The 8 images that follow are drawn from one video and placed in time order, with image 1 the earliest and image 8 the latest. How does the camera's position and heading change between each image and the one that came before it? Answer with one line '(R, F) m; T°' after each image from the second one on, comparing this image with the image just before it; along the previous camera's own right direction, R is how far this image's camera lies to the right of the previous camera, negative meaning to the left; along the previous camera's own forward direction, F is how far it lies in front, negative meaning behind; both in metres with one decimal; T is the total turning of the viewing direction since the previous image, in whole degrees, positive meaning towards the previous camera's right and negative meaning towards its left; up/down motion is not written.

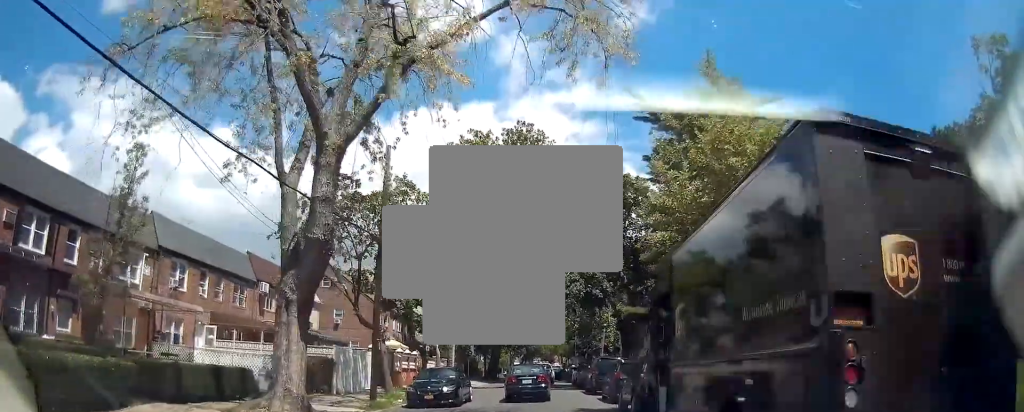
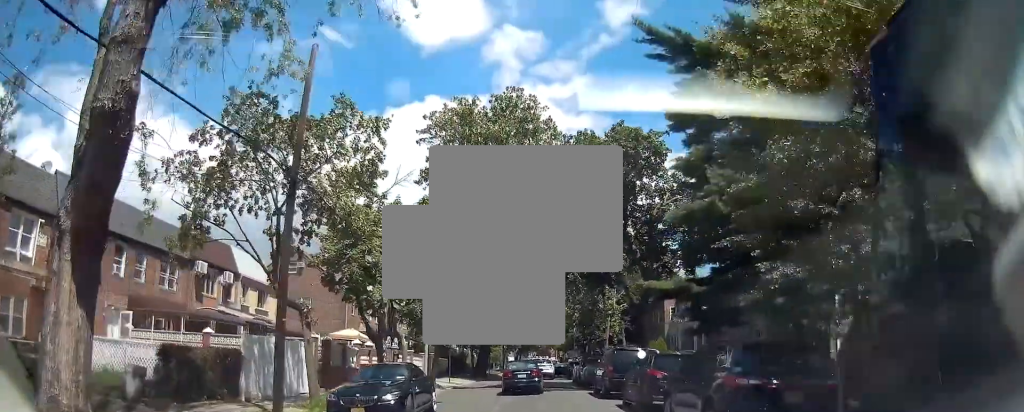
(0.0, +6.8) m; 0°
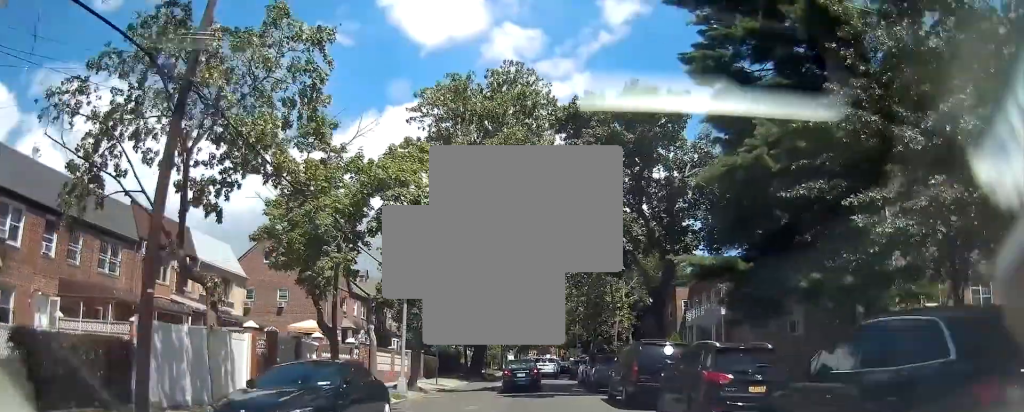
(0.0, +4.9) m; 0°
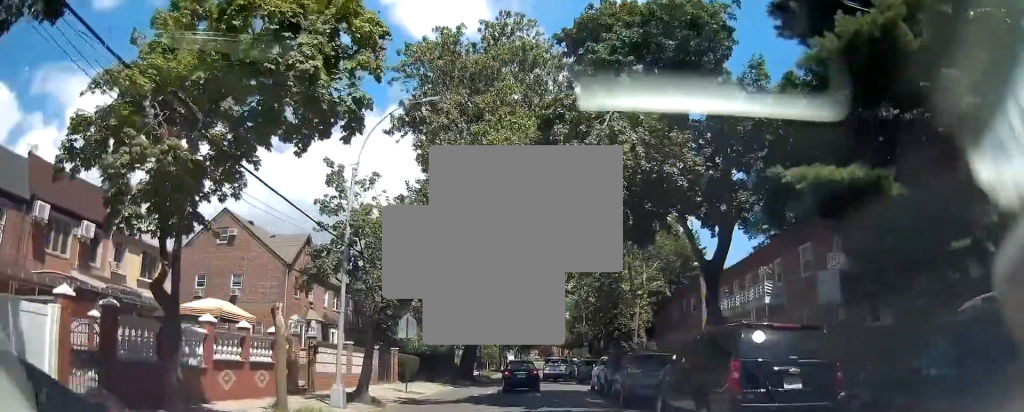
(0.0, +8.2) m; -1°
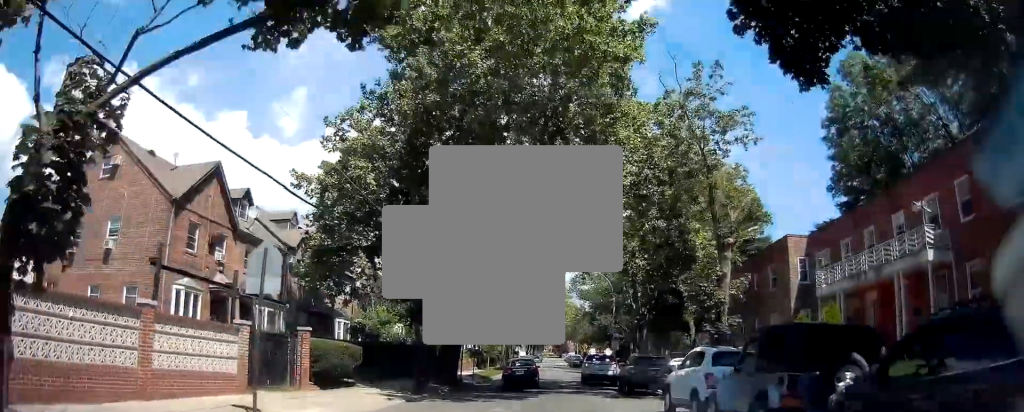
(-0.1, +14.8) m; 0°
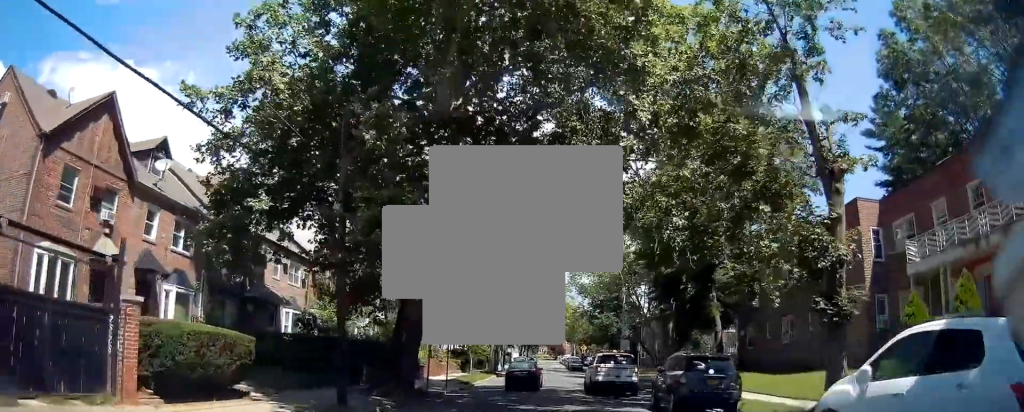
(-0.1, +6.2) m; -1°
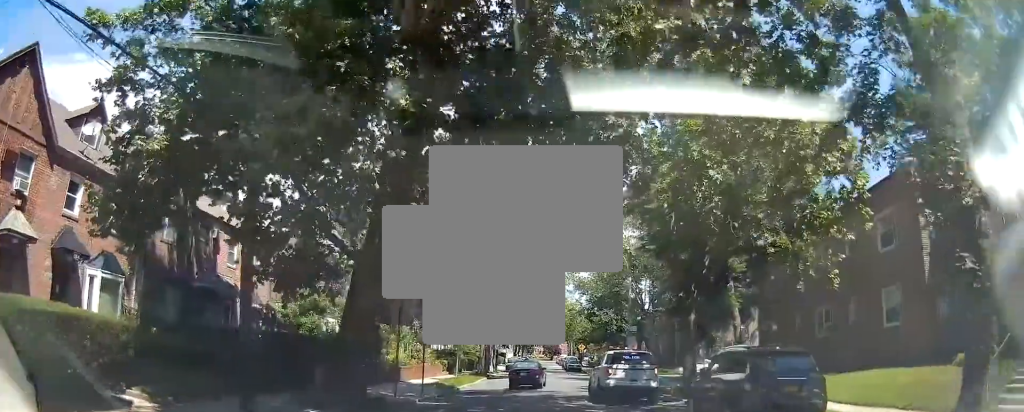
(0.0, +3.8) m; 0°
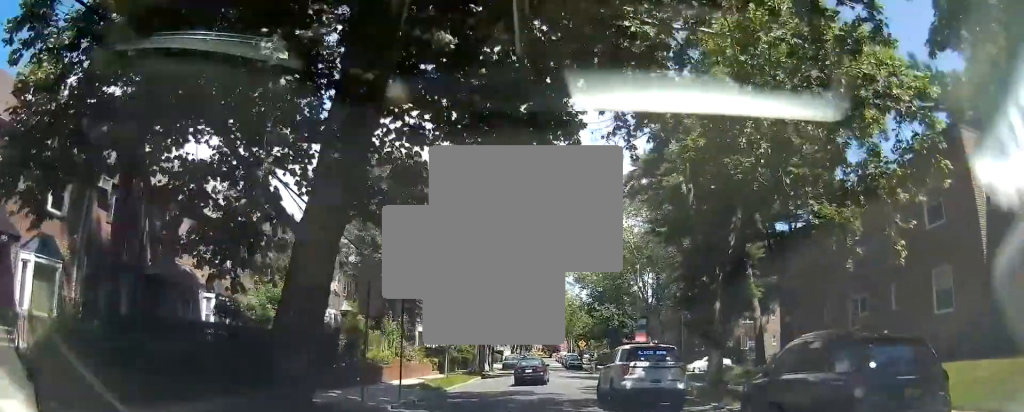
(0.0, +3.2) m; 0°
